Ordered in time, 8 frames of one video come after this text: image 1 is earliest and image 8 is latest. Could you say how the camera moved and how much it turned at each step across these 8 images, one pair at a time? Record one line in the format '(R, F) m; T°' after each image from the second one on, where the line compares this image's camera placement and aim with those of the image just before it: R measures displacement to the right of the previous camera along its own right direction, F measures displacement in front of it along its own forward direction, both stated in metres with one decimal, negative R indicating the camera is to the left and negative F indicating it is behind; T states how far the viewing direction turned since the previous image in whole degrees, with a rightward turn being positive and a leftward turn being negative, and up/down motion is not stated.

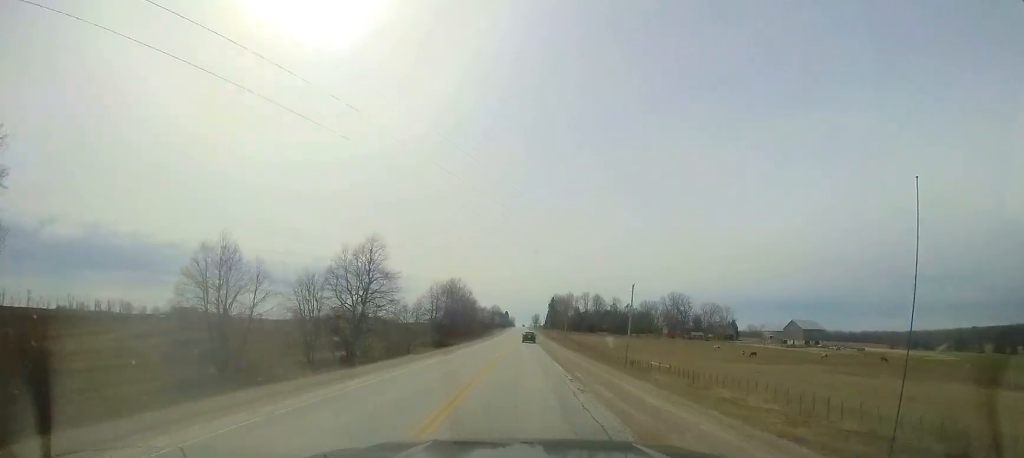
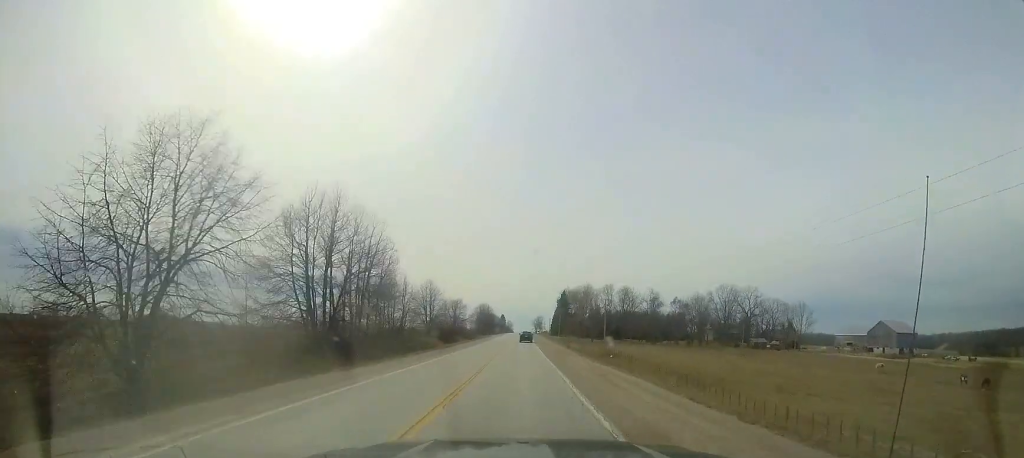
(-0.9, +57.8) m; 0°
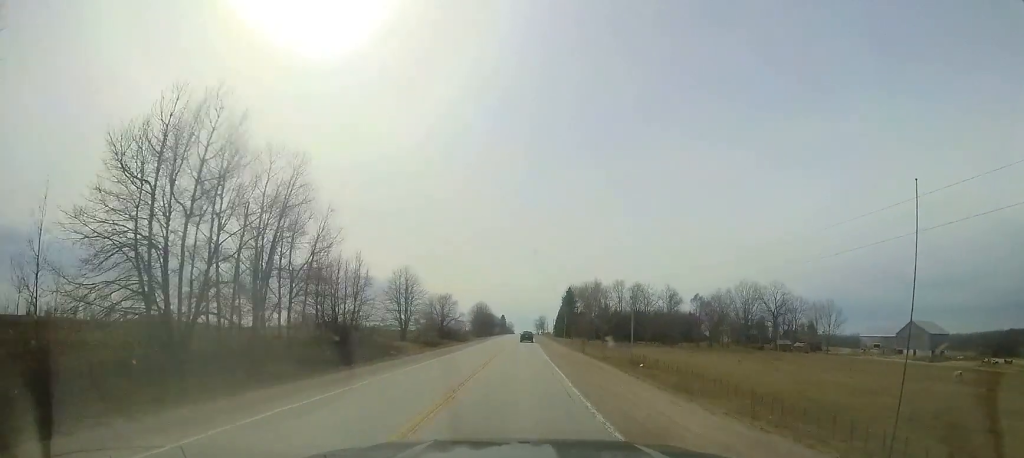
(+0.3, +14.3) m; +1°
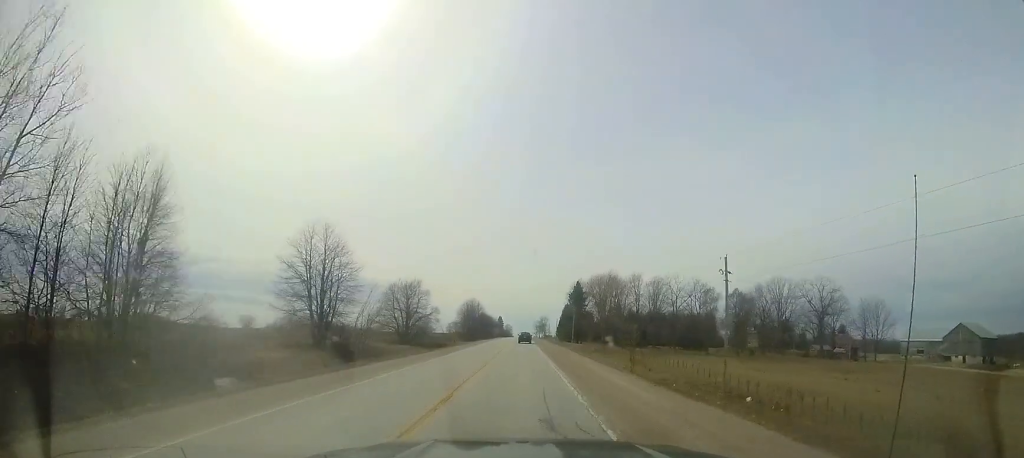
(+0.1, +21.5) m; 0°
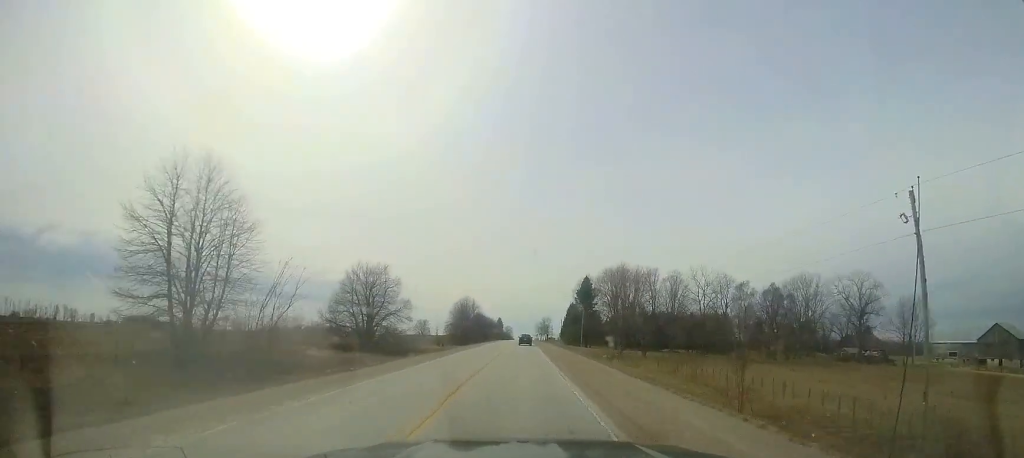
(+0.1, +13.5) m; -1°
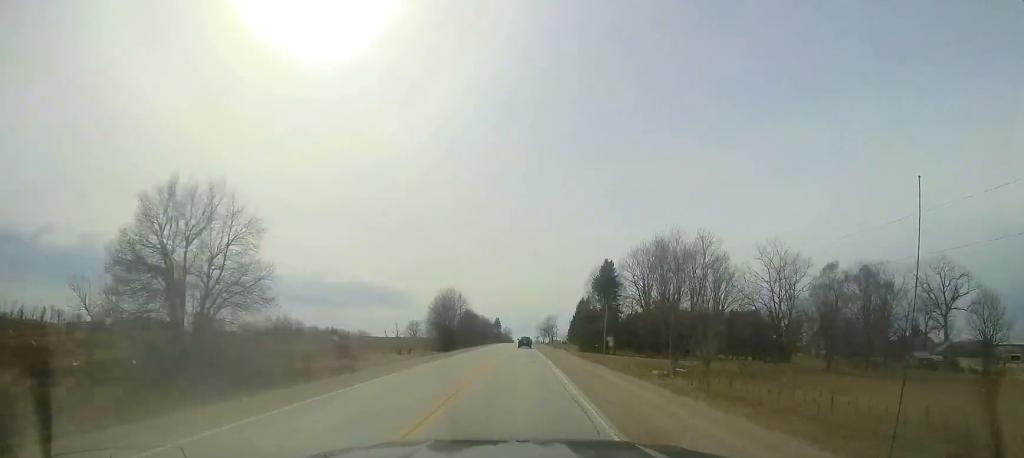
(-0.5, +23.4) m; 0°
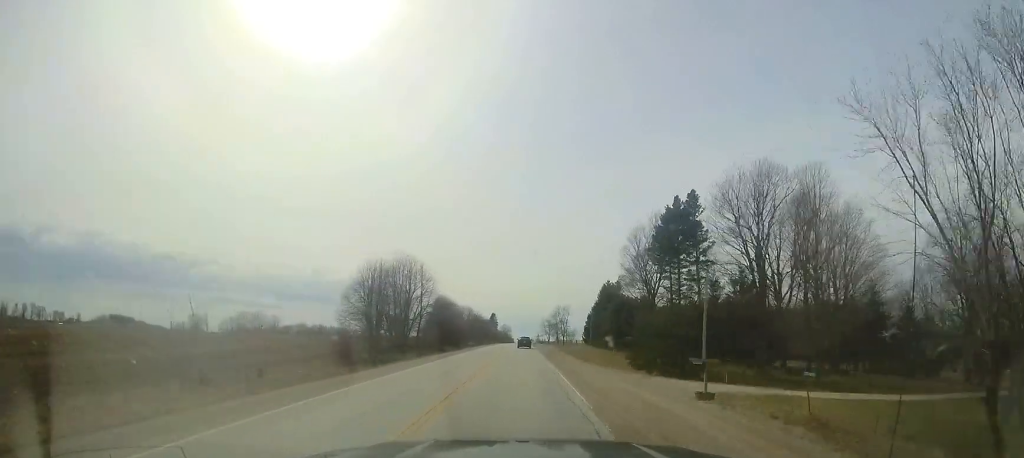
(+0.4, +33.2) m; 0°
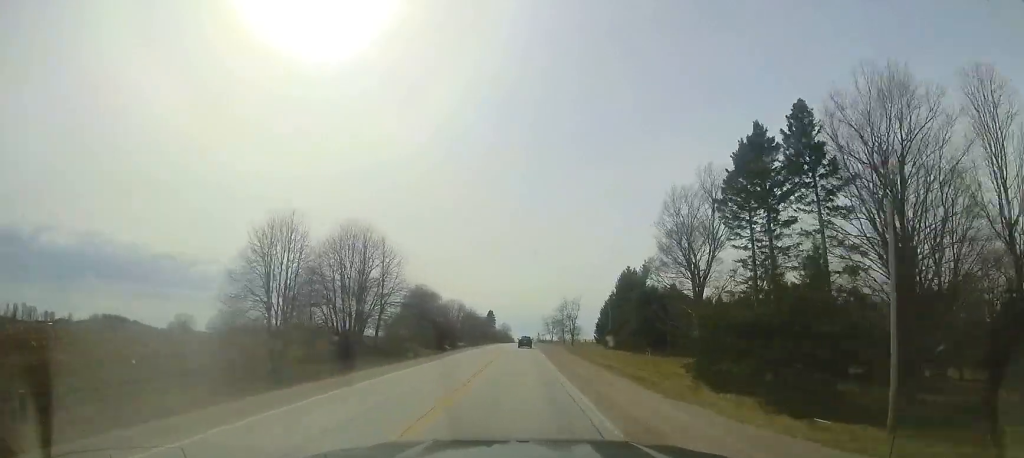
(-0.3, +15.3) m; 0°
